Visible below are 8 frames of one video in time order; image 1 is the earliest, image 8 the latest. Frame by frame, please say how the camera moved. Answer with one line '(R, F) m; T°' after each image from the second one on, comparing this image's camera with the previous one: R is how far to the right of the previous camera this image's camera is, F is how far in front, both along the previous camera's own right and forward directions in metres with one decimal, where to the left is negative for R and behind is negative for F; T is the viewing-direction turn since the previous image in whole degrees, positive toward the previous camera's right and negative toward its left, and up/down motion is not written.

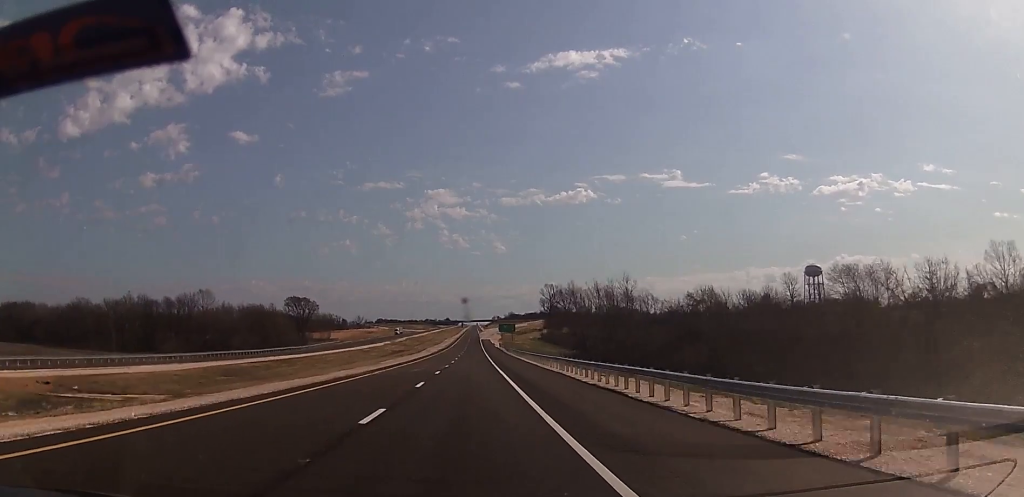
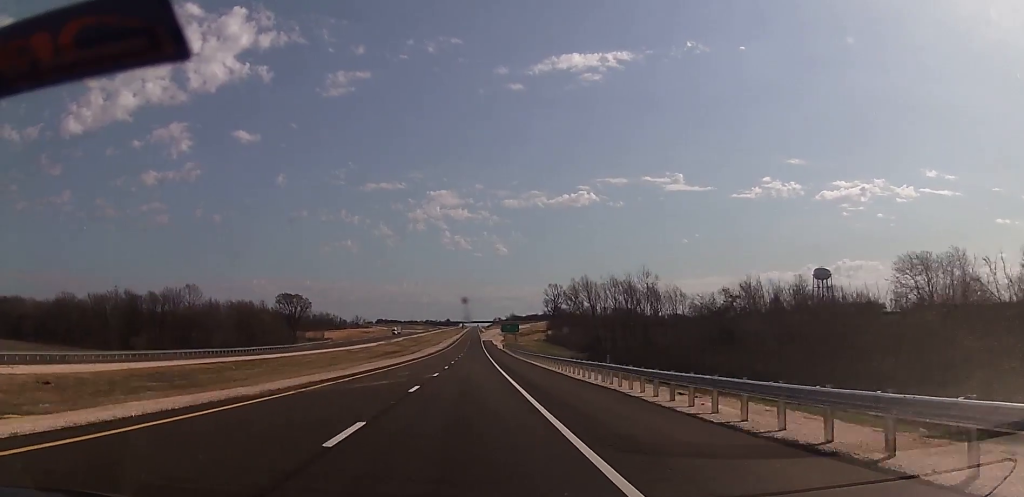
(-0.3, +15.6) m; 0°
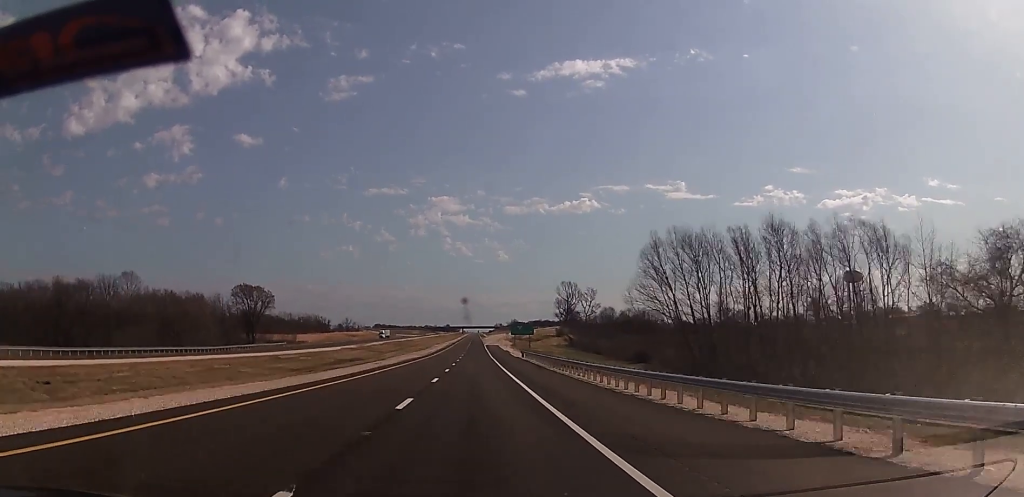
(+0.3, +54.9) m; +1°
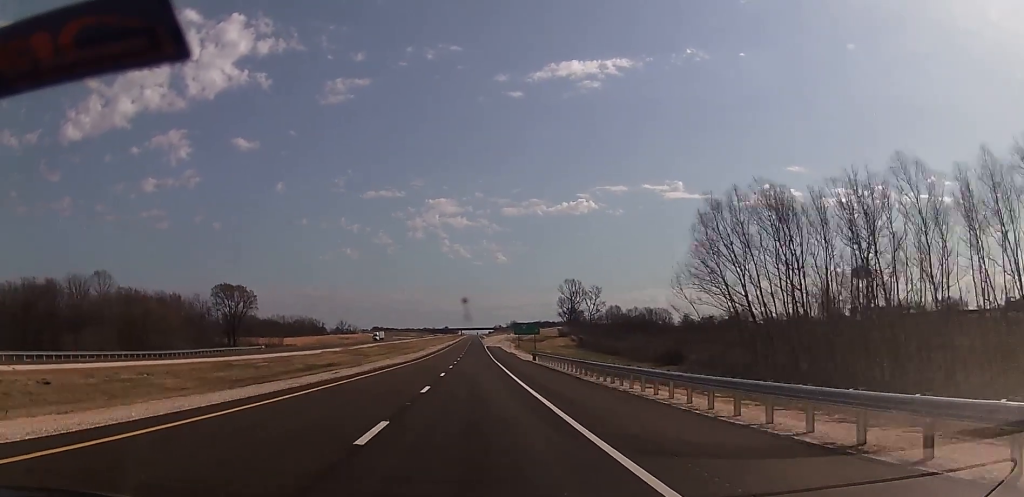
(0.0, +17.9) m; 0°
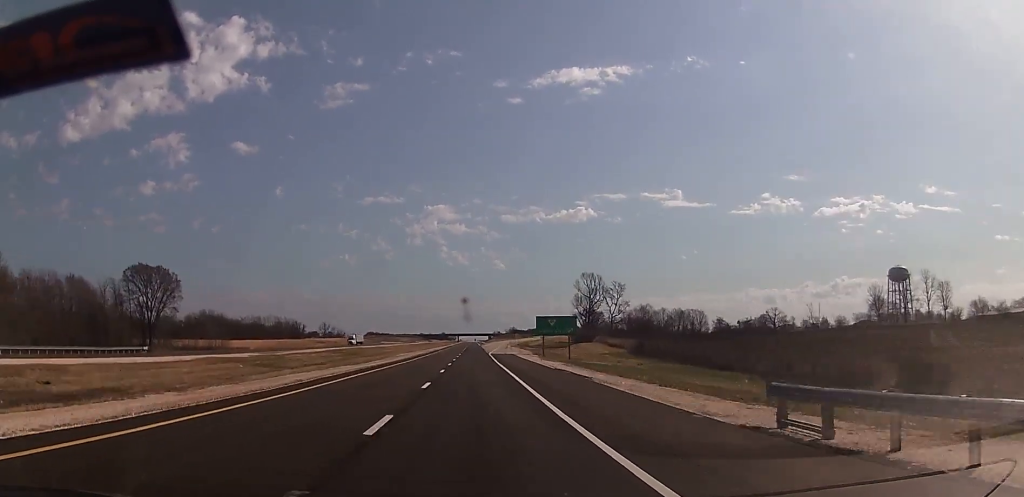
(-0.7, +58.5) m; 0°
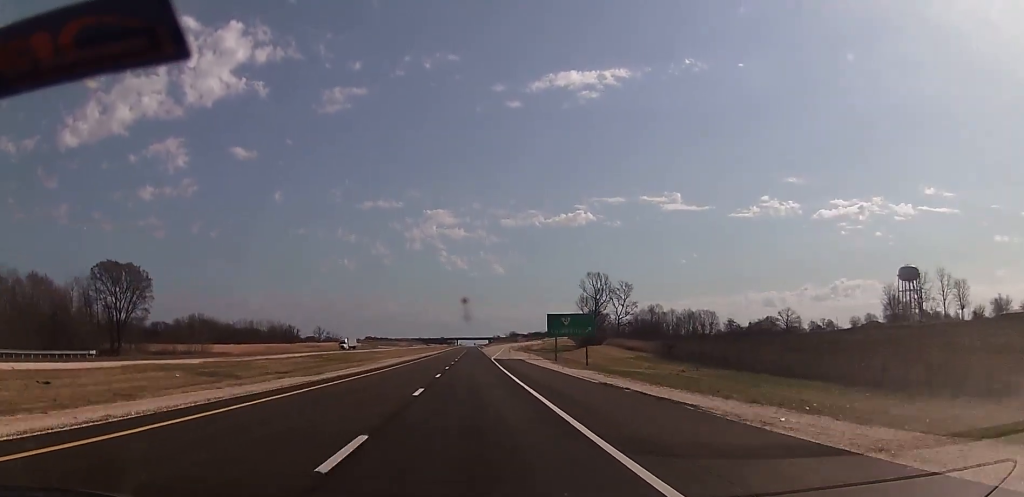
(+0.2, +15.5) m; 0°
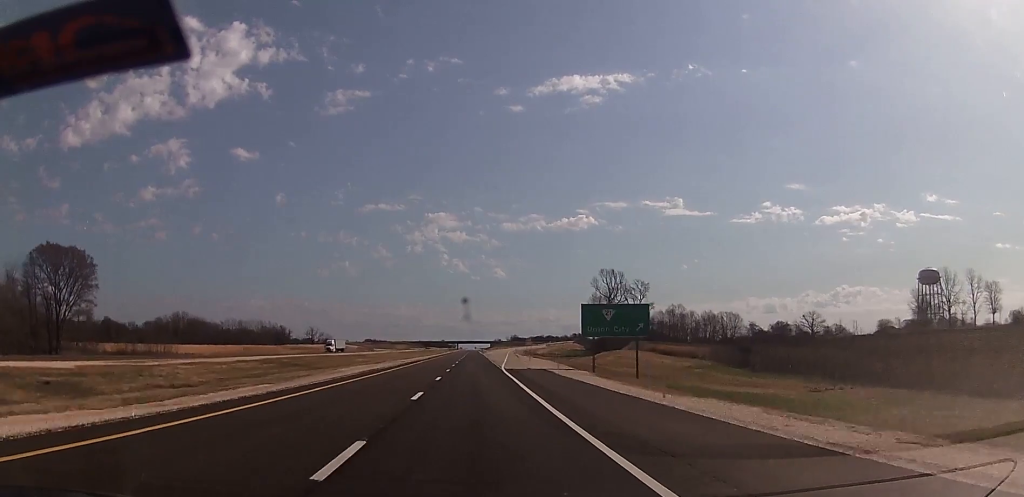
(+0.1, +25.0) m; 0°
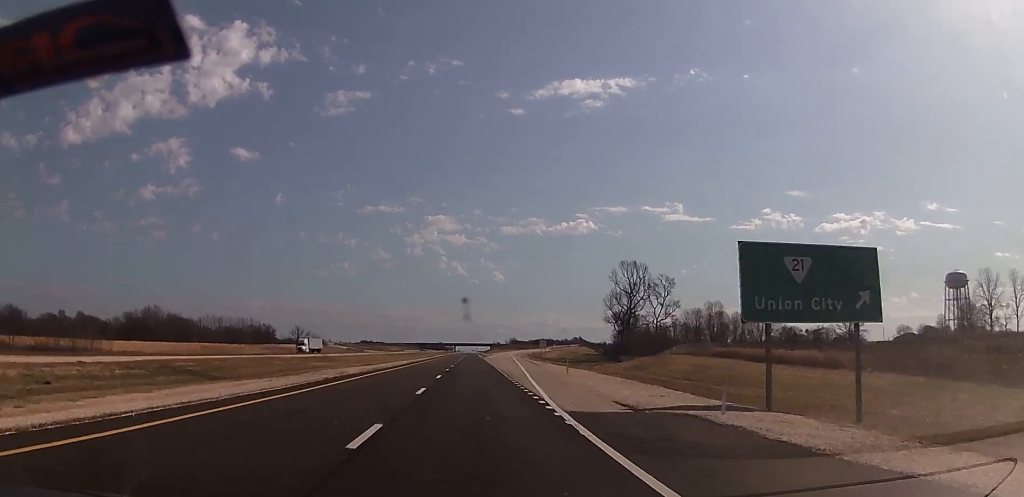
(-0.2, +34.3) m; 0°
